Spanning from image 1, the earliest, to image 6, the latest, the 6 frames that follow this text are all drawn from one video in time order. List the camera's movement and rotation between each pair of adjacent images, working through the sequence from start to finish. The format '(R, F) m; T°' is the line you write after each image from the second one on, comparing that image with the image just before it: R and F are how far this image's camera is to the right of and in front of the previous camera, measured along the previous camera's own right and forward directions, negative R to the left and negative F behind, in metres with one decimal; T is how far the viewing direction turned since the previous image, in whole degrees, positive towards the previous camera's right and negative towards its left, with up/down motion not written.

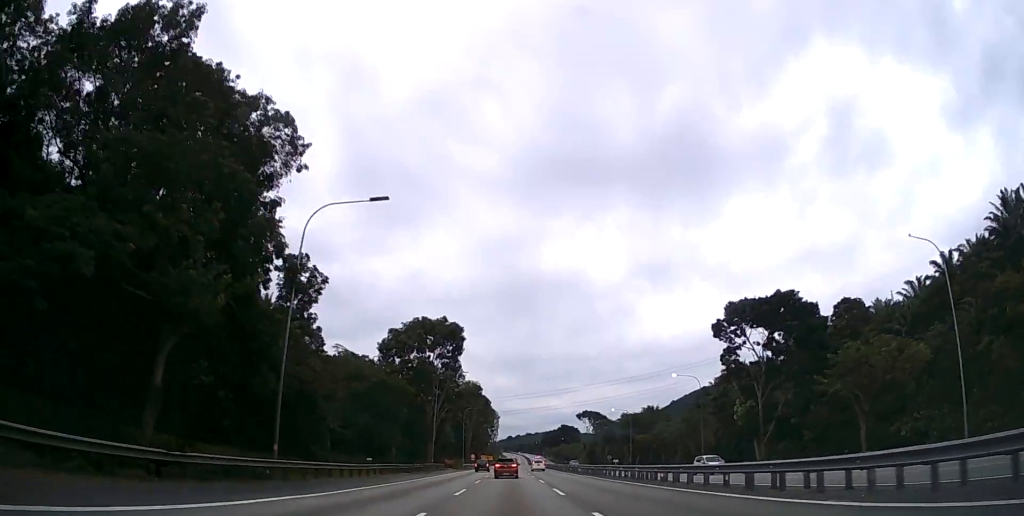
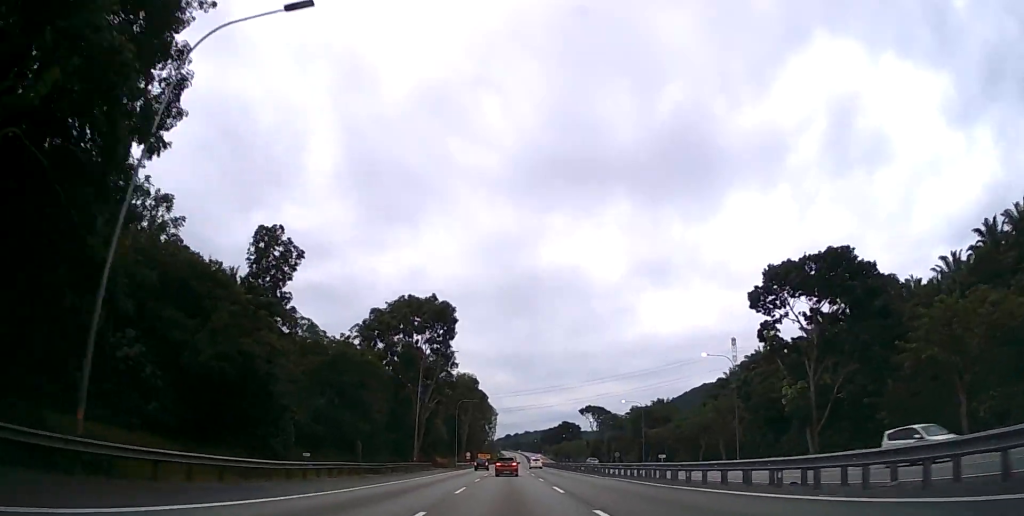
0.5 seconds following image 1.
(0.0, +11.8) m; 0°
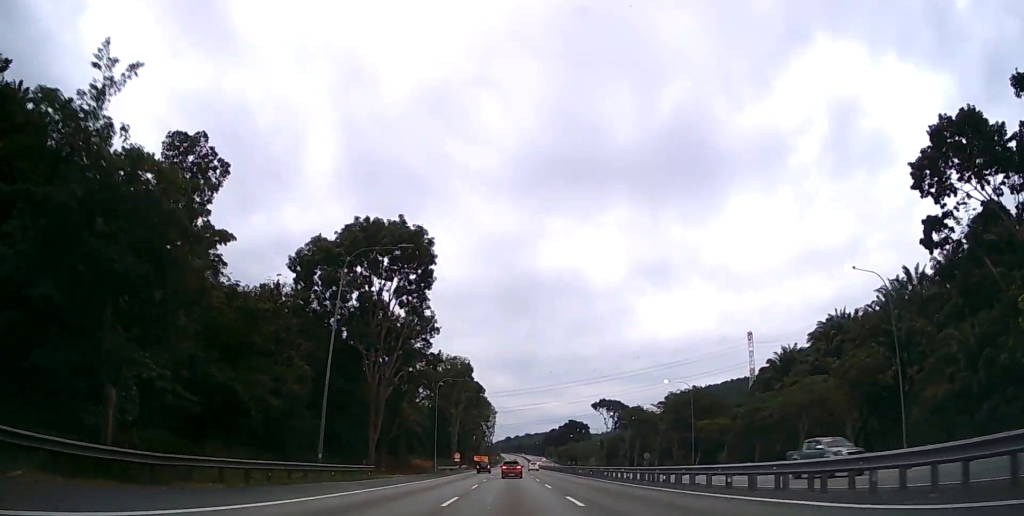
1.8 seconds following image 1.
(+0.1, +28.0) m; 0°
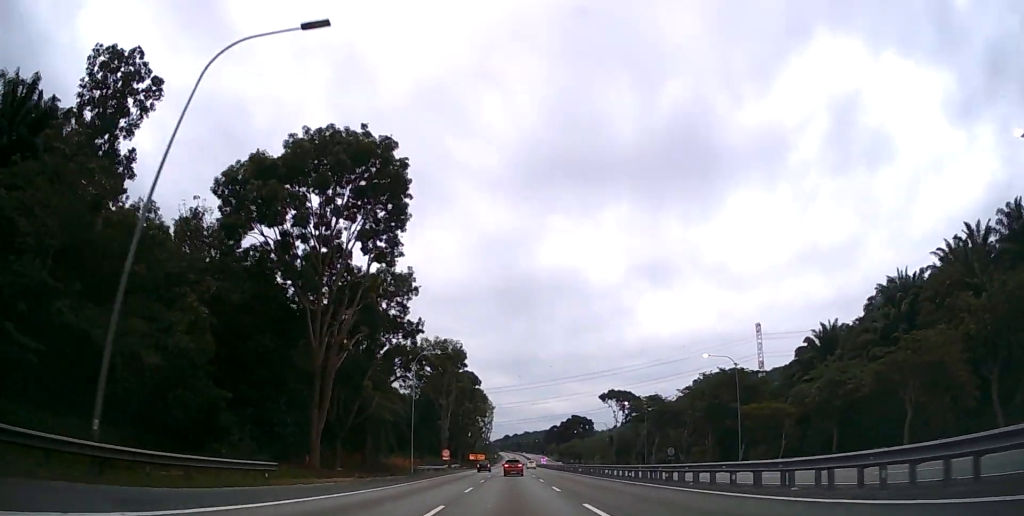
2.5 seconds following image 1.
(0.0, +16.3) m; 0°
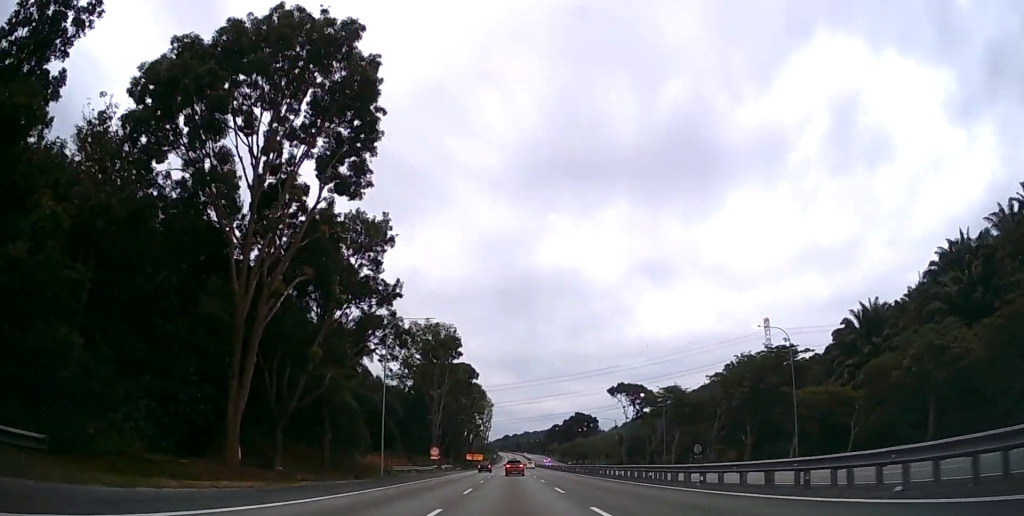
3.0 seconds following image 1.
(0.0, +12.8) m; 0°
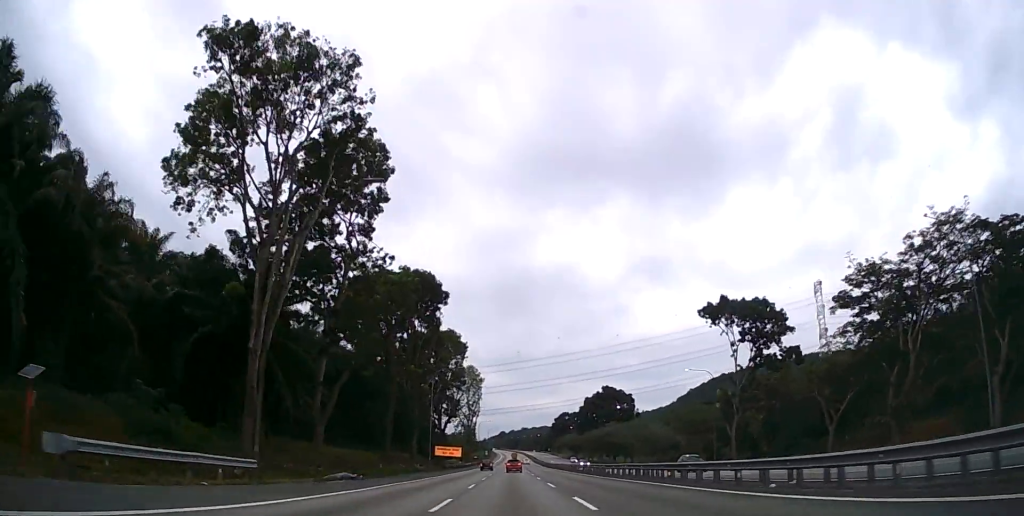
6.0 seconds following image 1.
(+0.4, +67.9) m; 0°
